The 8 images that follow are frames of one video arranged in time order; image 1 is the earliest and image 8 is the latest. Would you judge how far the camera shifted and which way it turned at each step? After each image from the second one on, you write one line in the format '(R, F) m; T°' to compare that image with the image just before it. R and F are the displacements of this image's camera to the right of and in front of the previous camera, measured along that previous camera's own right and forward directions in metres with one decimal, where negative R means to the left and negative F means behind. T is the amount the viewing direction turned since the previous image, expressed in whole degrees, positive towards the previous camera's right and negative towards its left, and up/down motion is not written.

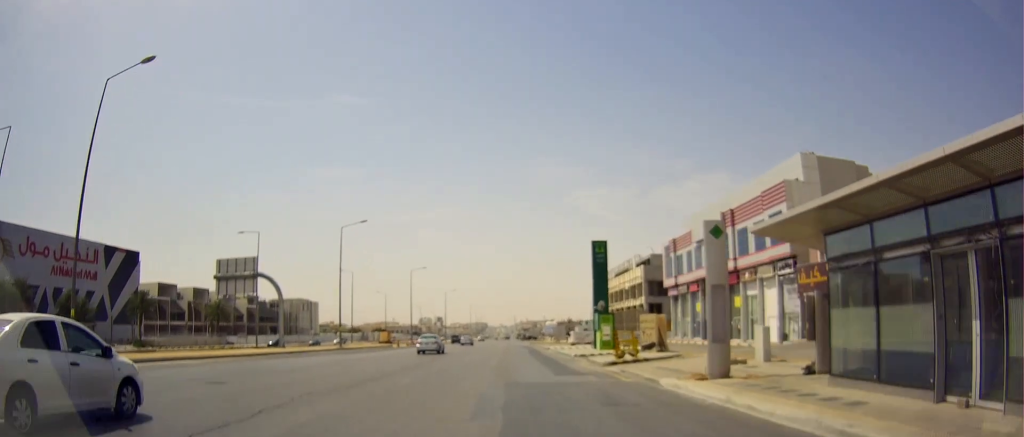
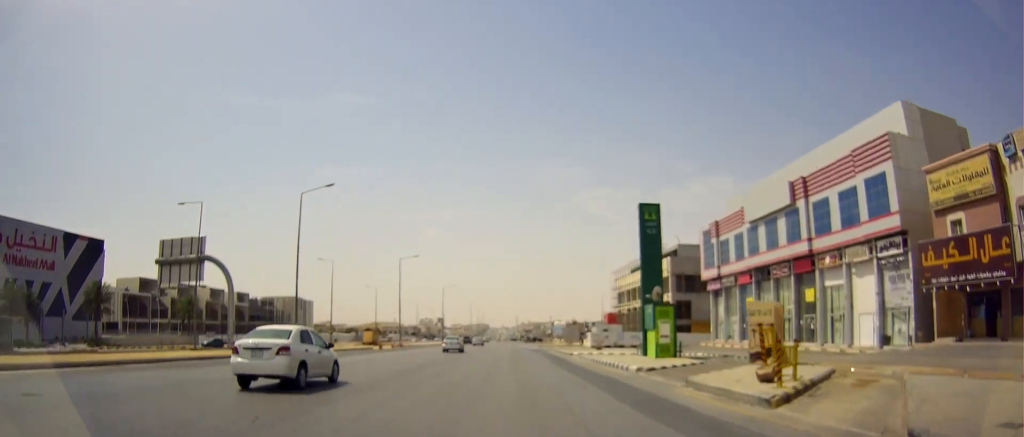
(-0.2, +14.9) m; -2°
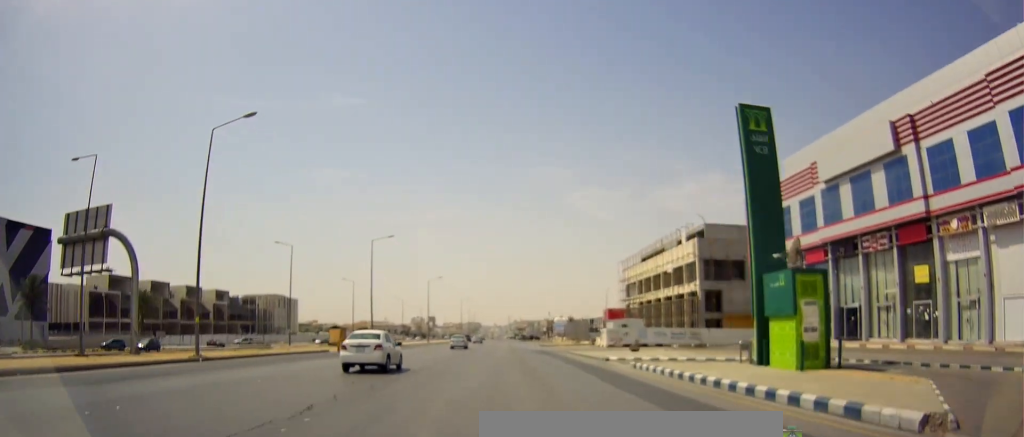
(0.0, +15.8) m; +2°
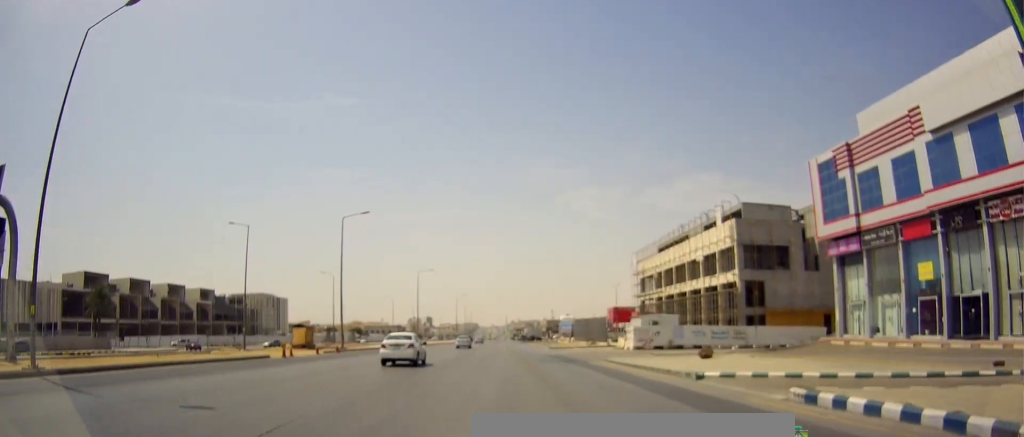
(+0.2, +13.4) m; +2°
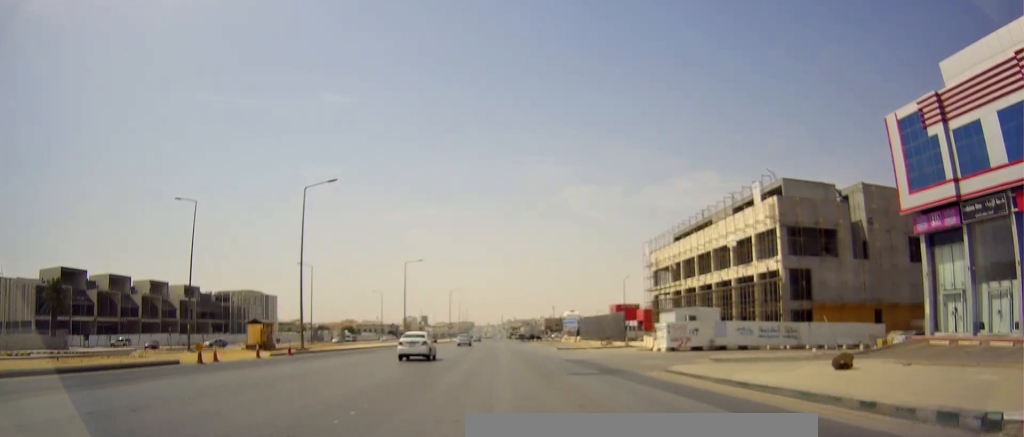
(+0.1, +11.3) m; 0°
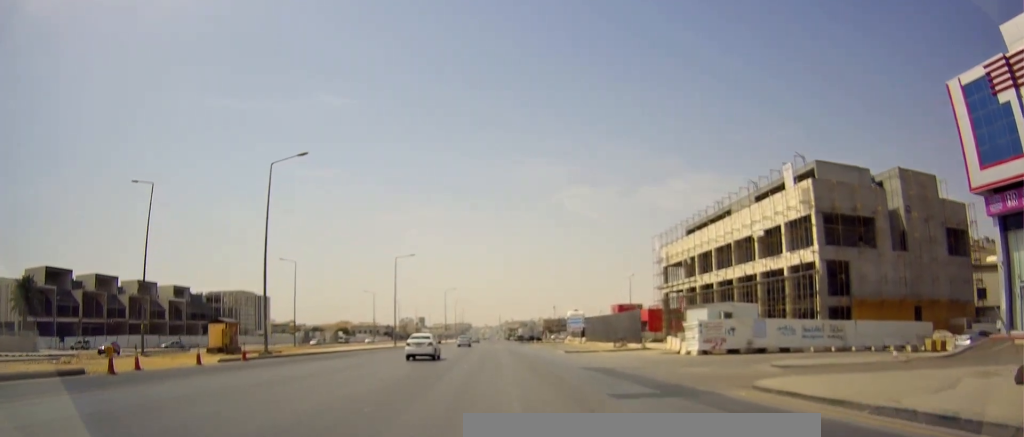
(+0.2, +7.3) m; -1°
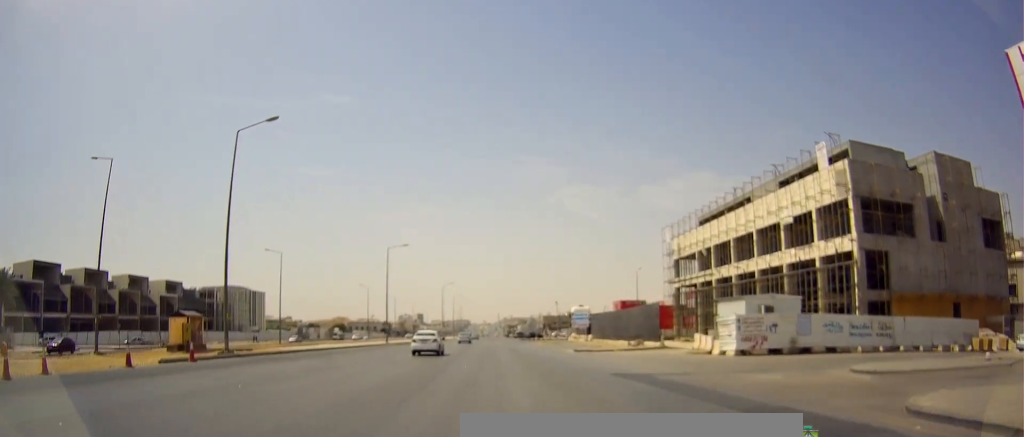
(-0.3, +6.0) m; -1°
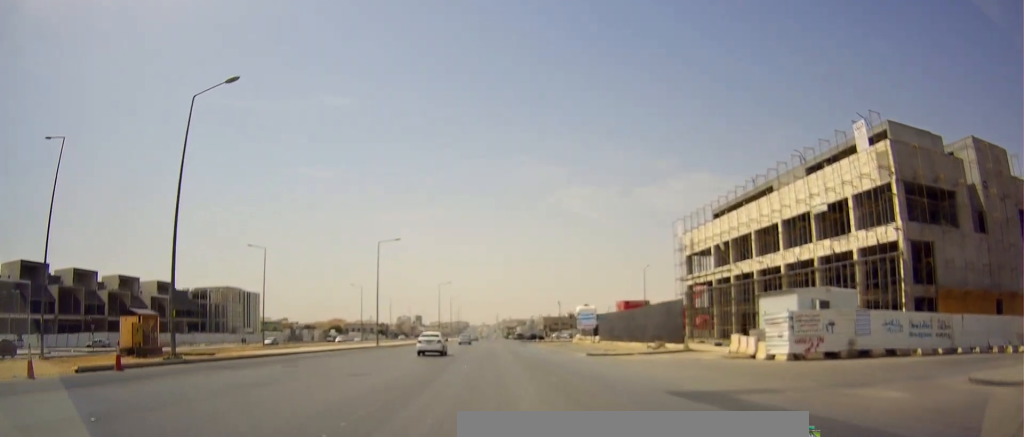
(-0.1, +6.0) m; -1°
